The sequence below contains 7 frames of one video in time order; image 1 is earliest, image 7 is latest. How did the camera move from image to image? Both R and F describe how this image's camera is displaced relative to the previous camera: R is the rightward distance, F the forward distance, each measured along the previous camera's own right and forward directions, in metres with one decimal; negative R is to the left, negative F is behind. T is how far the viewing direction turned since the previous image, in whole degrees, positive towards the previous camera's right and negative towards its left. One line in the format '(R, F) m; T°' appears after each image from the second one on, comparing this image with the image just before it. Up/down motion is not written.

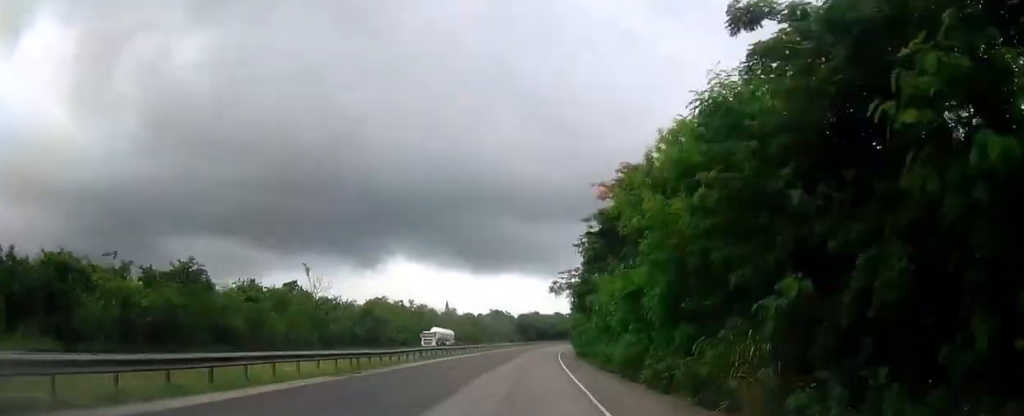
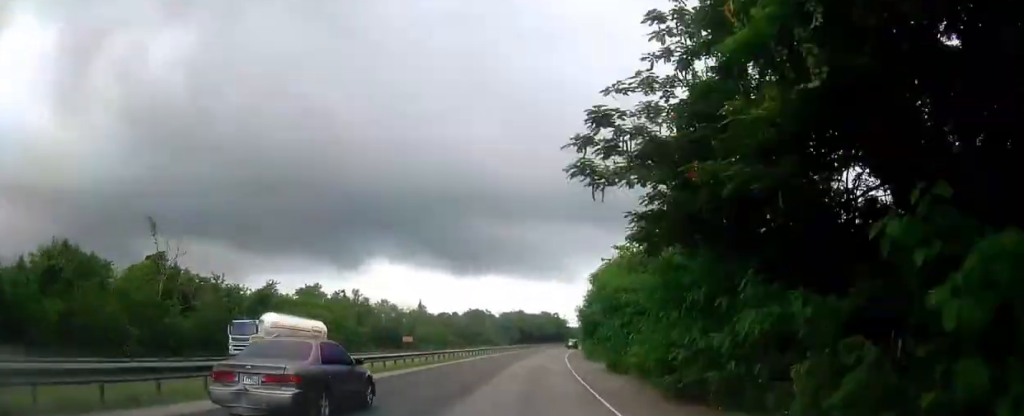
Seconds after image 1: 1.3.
(+0.5, +34.5) m; +1°
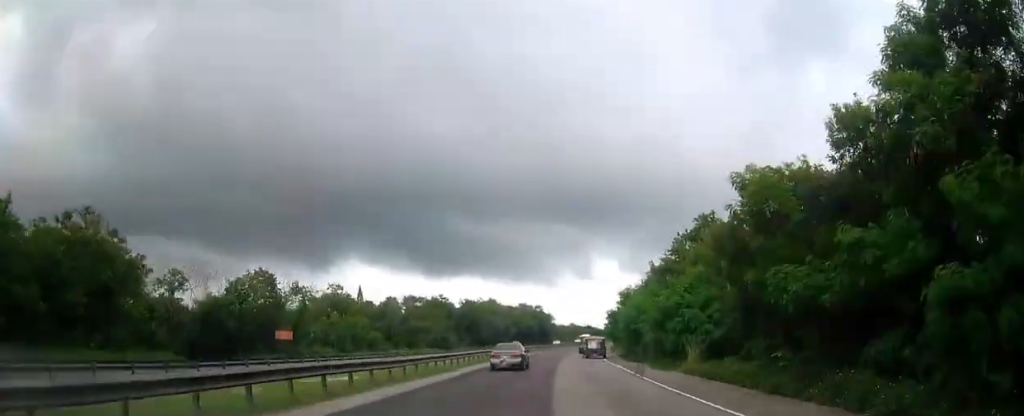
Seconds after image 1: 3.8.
(+1.5, +65.6) m; +3°
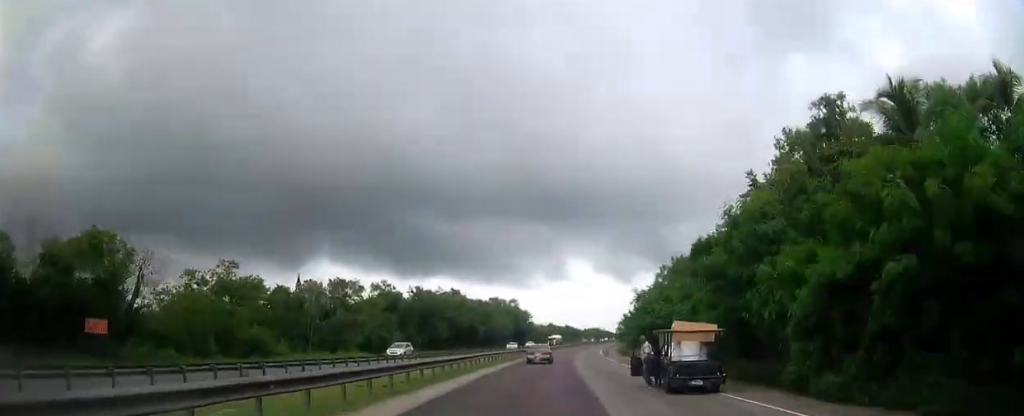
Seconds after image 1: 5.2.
(-0.1, +36.3) m; +2°
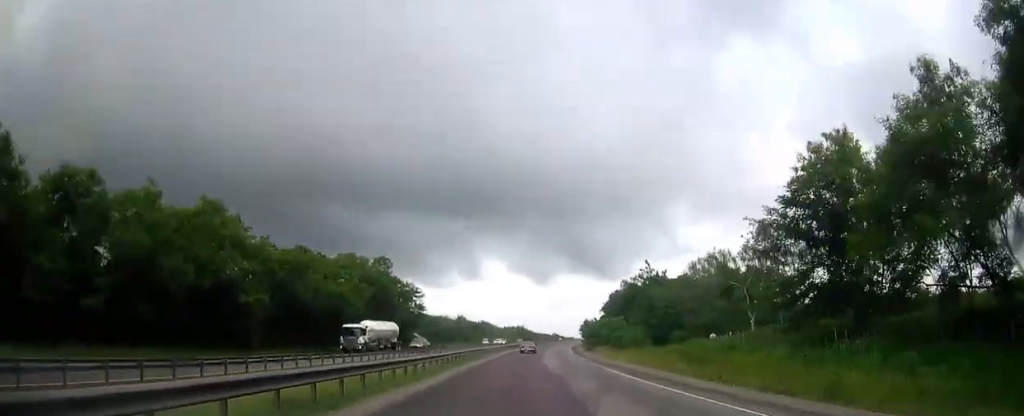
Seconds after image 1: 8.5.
(+5.8, +86.7) m; +7°
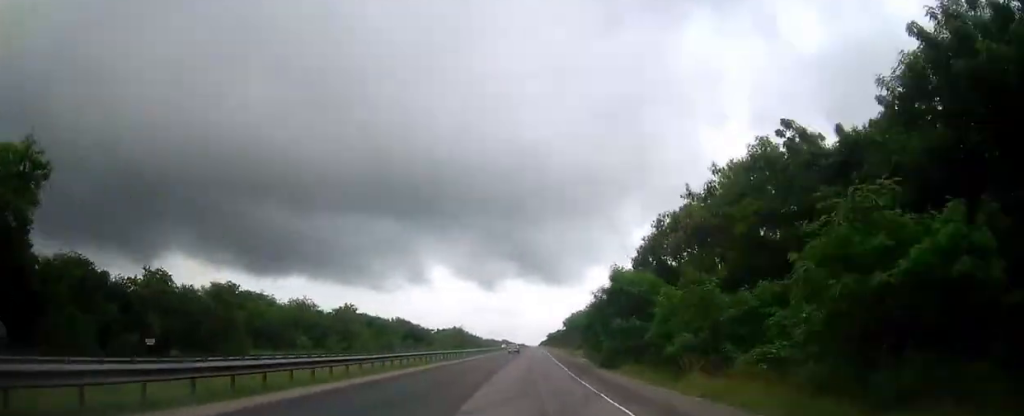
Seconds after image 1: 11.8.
(+4.7, +88.1) m; +5°
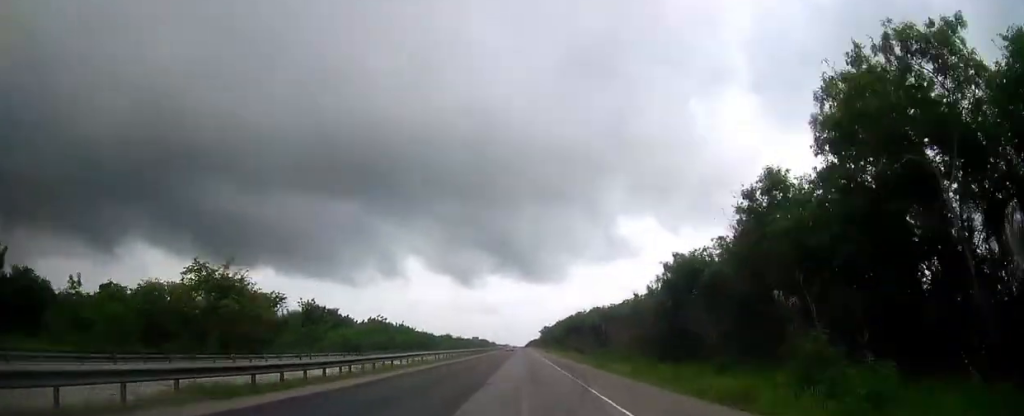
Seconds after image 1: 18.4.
(+4.6, +183.1) m; +2°
